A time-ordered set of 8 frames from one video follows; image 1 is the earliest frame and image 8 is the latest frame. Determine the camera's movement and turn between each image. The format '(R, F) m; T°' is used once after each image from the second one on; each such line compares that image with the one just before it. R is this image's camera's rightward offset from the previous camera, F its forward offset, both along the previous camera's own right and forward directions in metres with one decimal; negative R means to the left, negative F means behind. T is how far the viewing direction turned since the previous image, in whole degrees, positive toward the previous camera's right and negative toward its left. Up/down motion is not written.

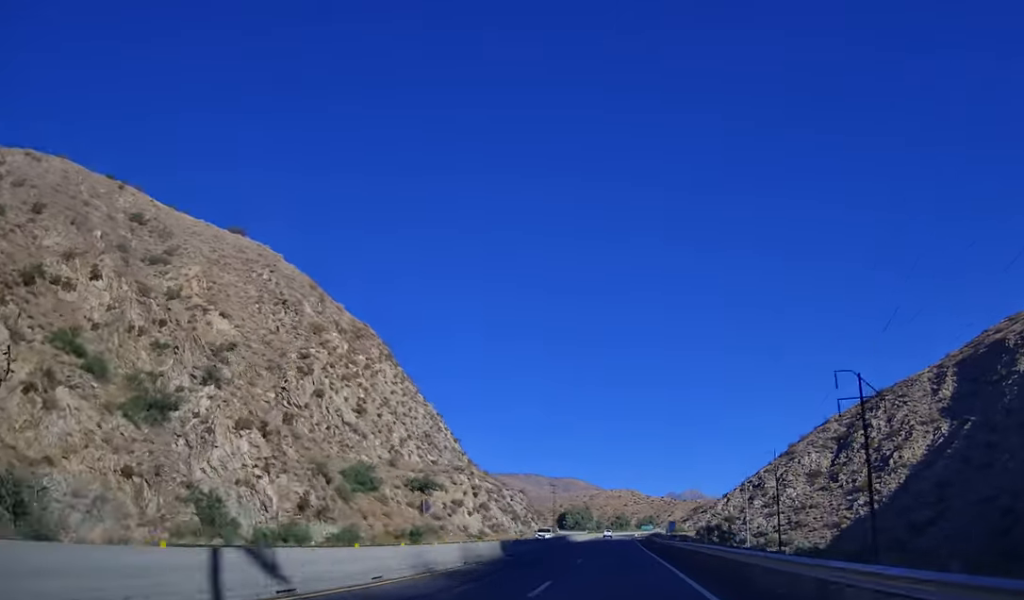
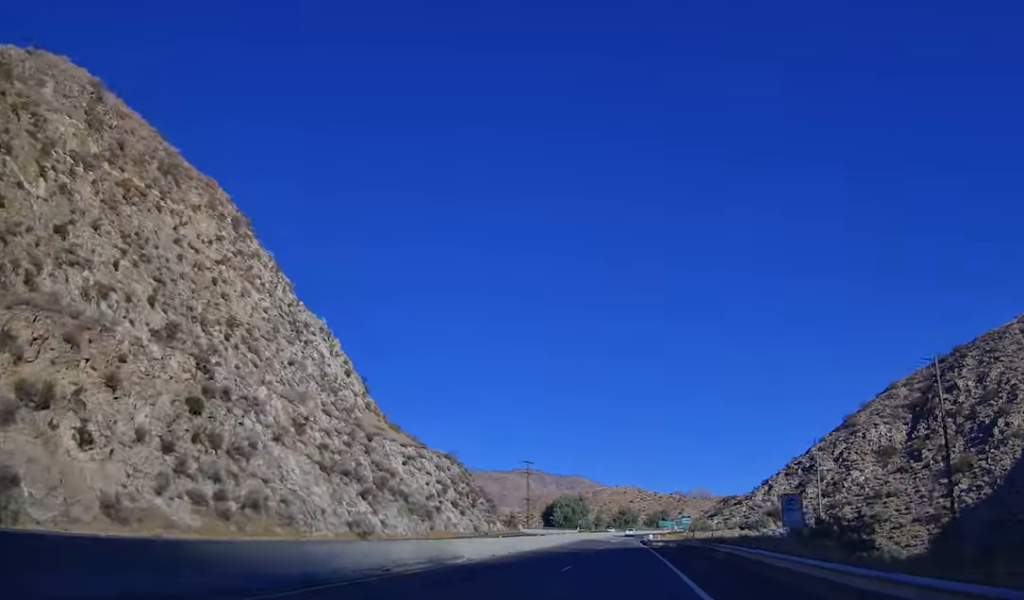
(+3.1, +68.0) m; +2°
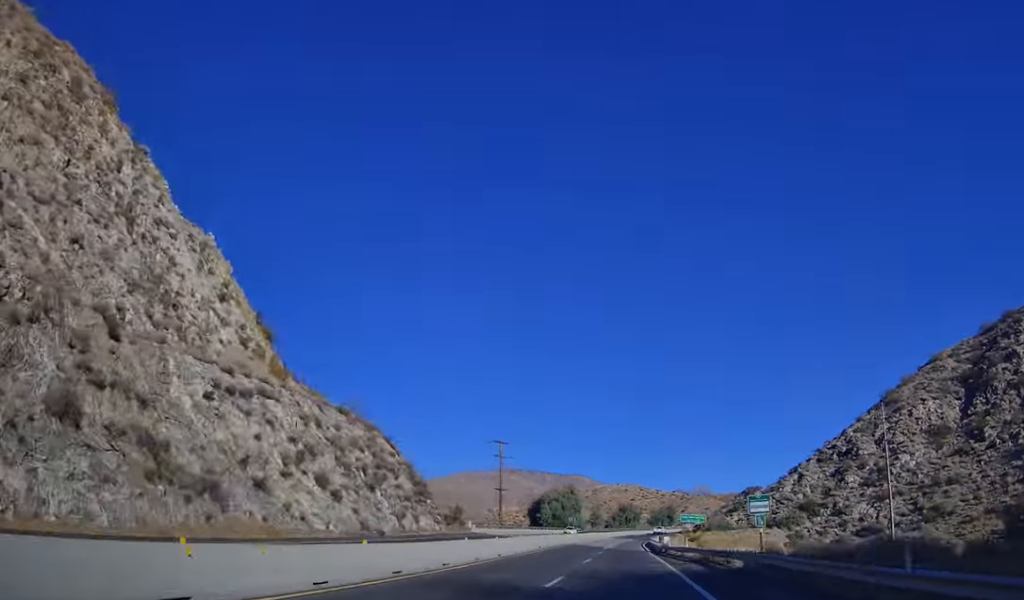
(-0.5, +33.8) m; -1°
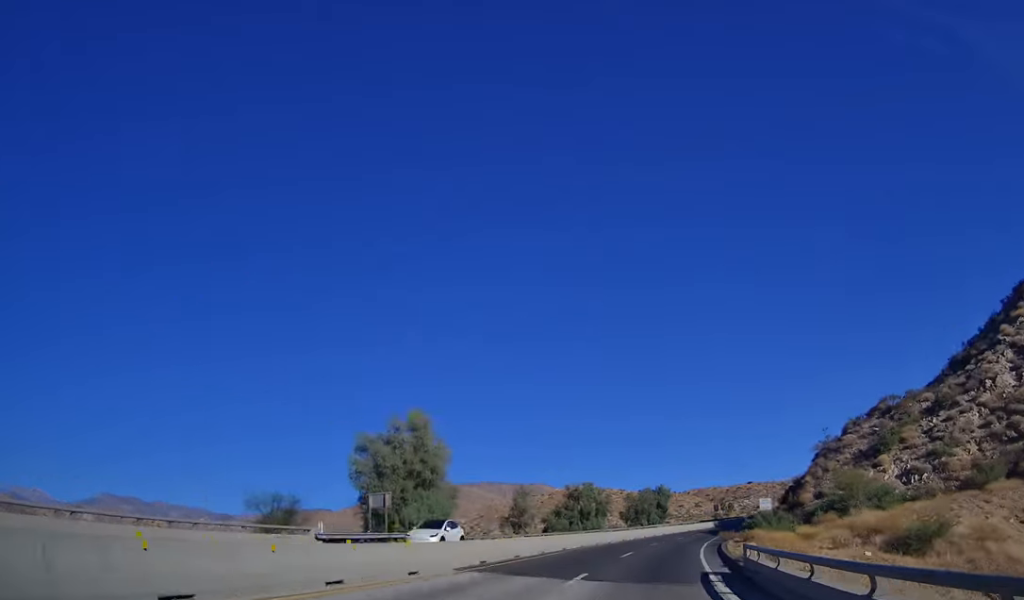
(-0.4, +105.7) m; +1°
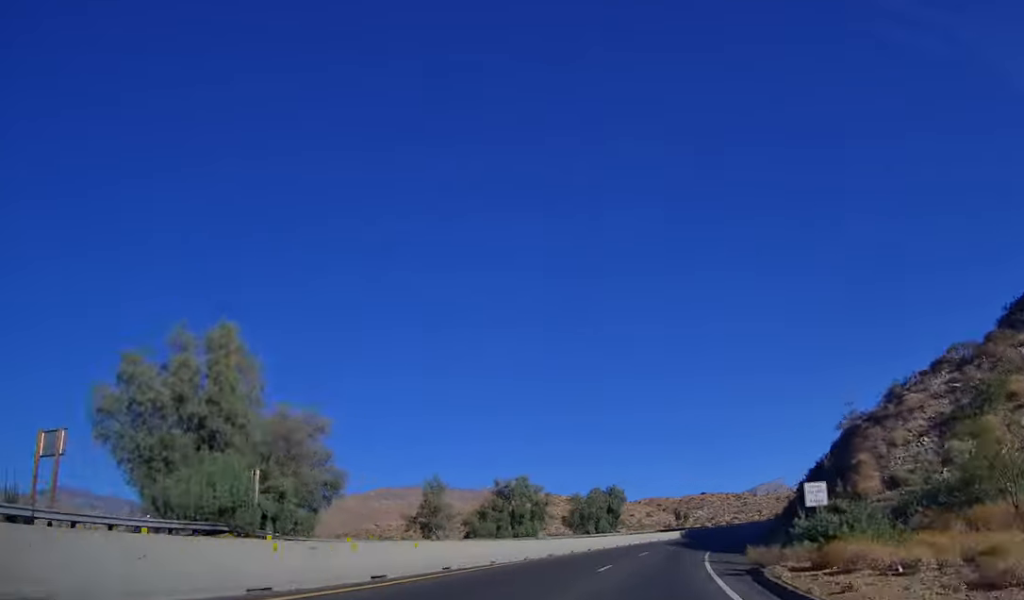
(-0.1, +23.8) m; +2°
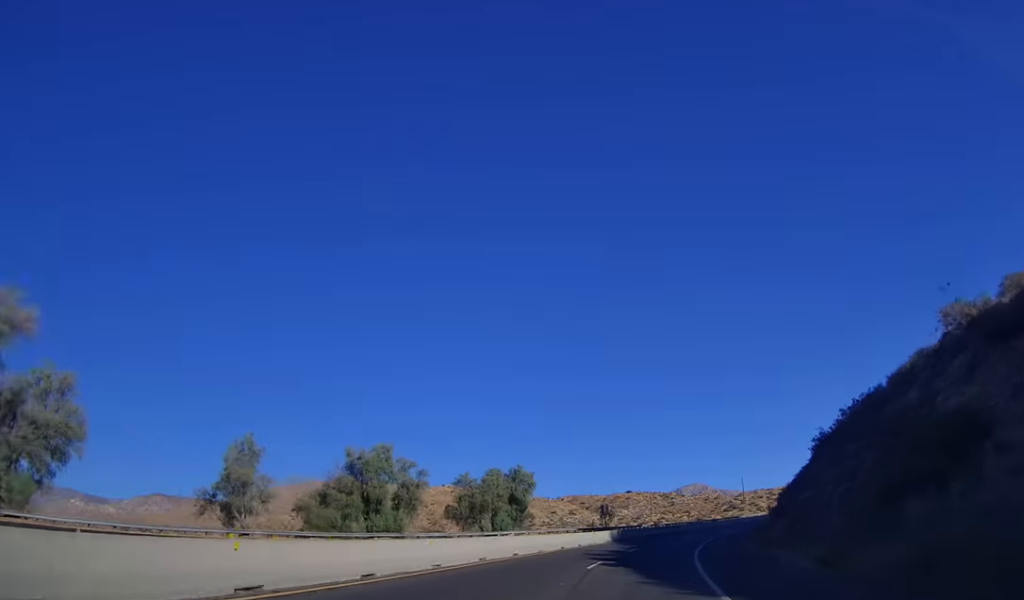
(+0.6, +29.1) m; +4°
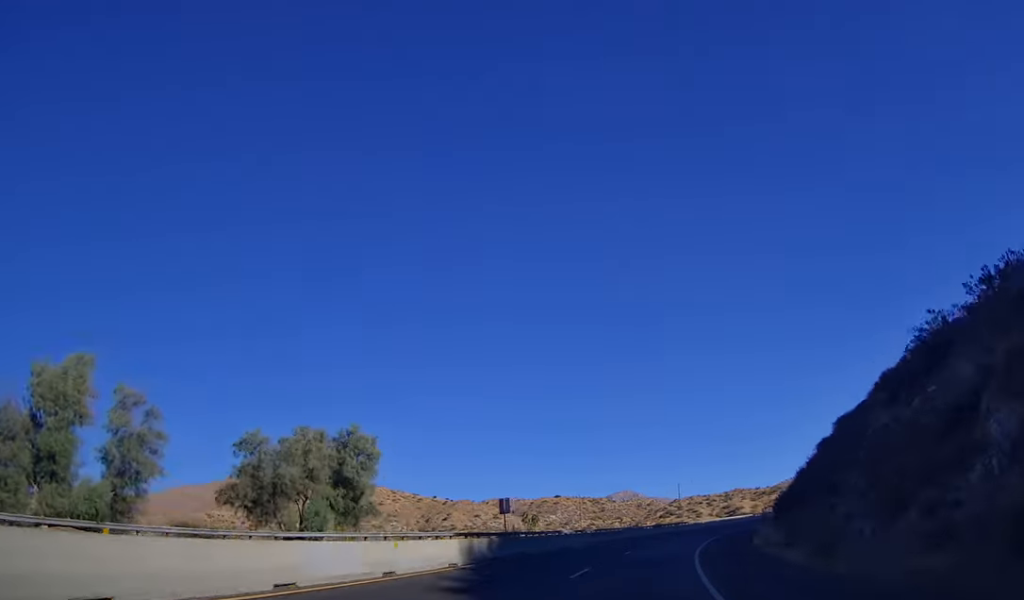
(+1.1, +32.4) m; +5°
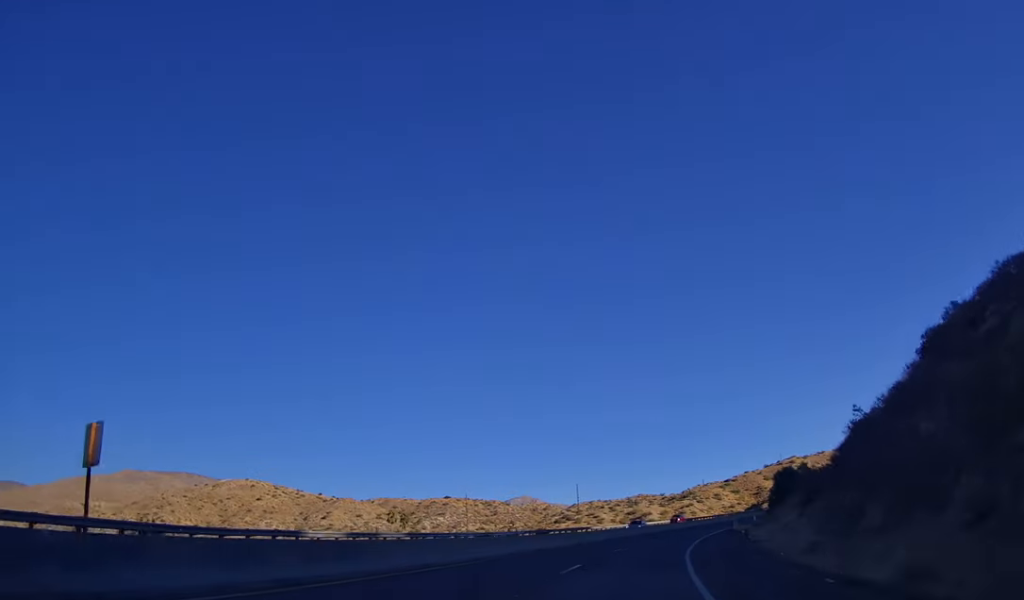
(+2.5, +43.2) m; +9°
